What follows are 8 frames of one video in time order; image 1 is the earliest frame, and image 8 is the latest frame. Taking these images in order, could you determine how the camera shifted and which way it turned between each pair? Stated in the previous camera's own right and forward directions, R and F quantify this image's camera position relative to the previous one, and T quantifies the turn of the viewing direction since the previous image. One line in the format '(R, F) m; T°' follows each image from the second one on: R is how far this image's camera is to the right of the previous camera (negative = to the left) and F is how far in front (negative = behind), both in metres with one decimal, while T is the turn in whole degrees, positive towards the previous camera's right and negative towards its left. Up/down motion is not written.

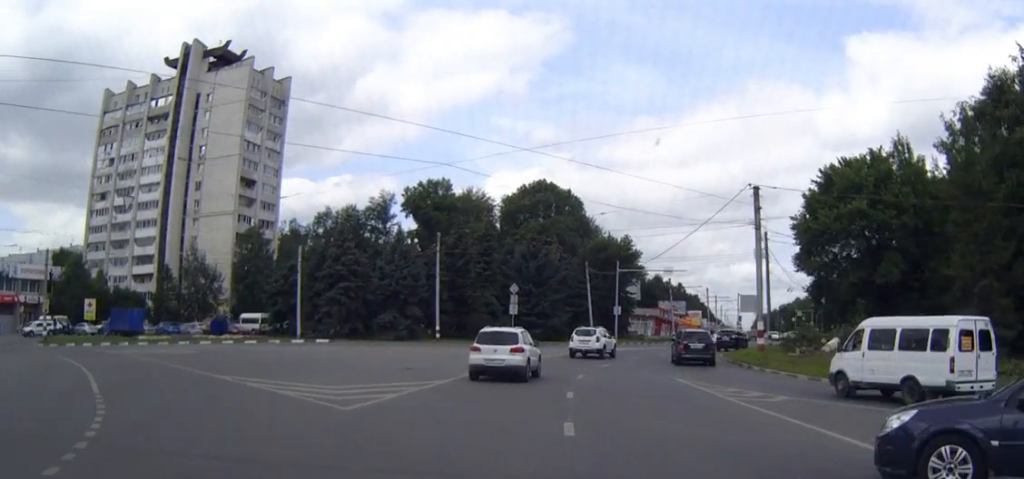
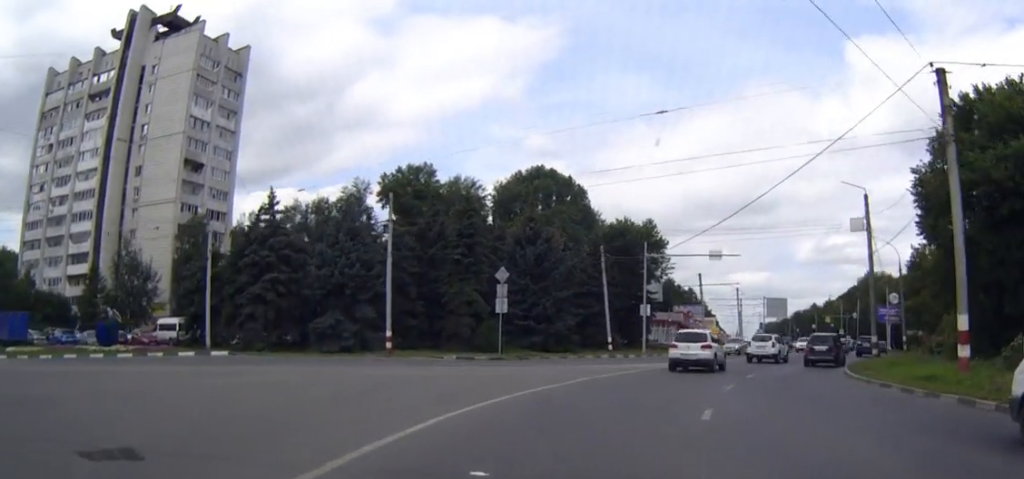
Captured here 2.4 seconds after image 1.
(-0.1, +20.5) m; +2°
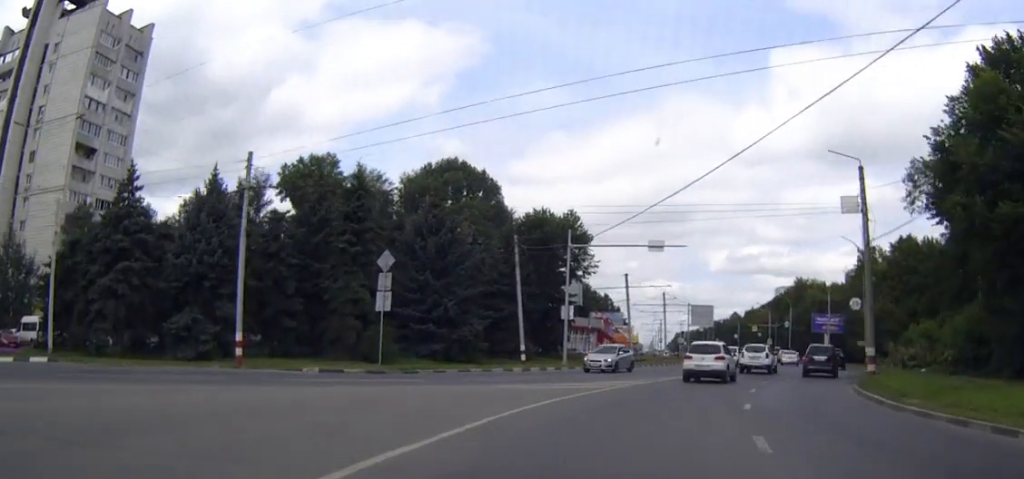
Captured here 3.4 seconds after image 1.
(+0.3, +10.6) m; +5°
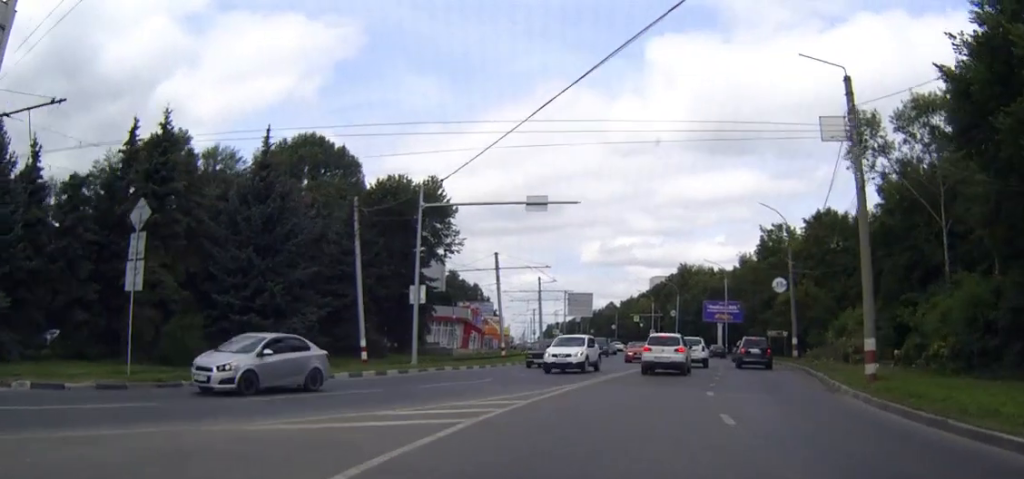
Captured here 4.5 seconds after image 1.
(+0.8, +12.5) m; +8°
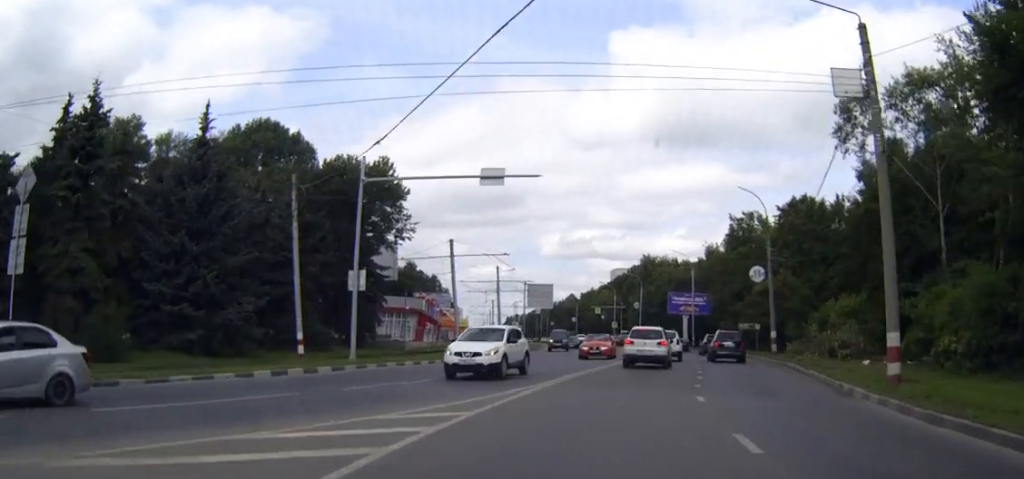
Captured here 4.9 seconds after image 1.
(+0.2, +4.6) m; +3°
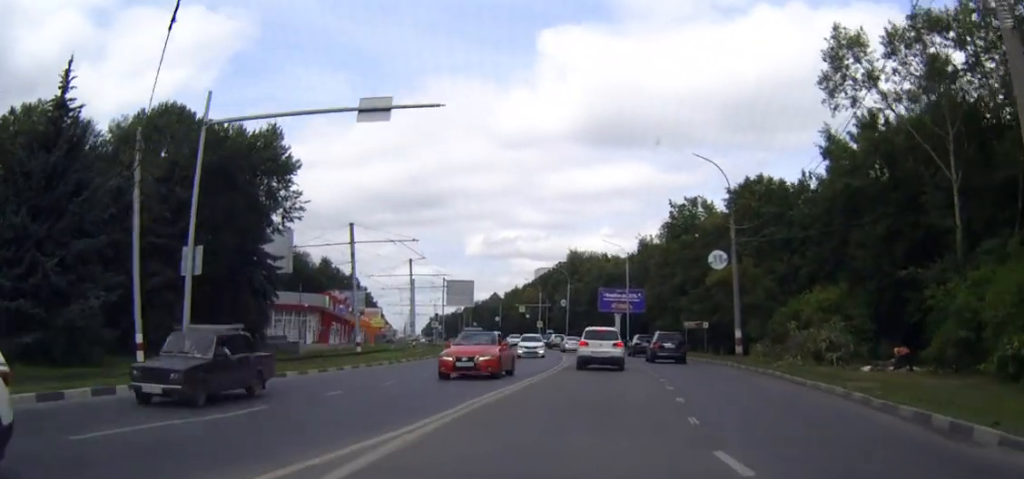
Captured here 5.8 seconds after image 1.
(+0.6, +9.9) m; +5°
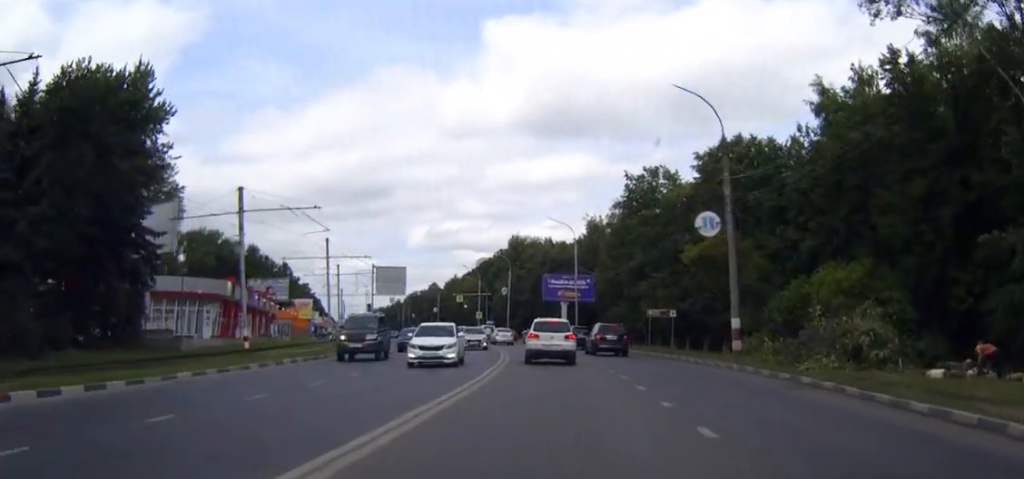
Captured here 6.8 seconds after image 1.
(+0.4, +11.4) m; +4°
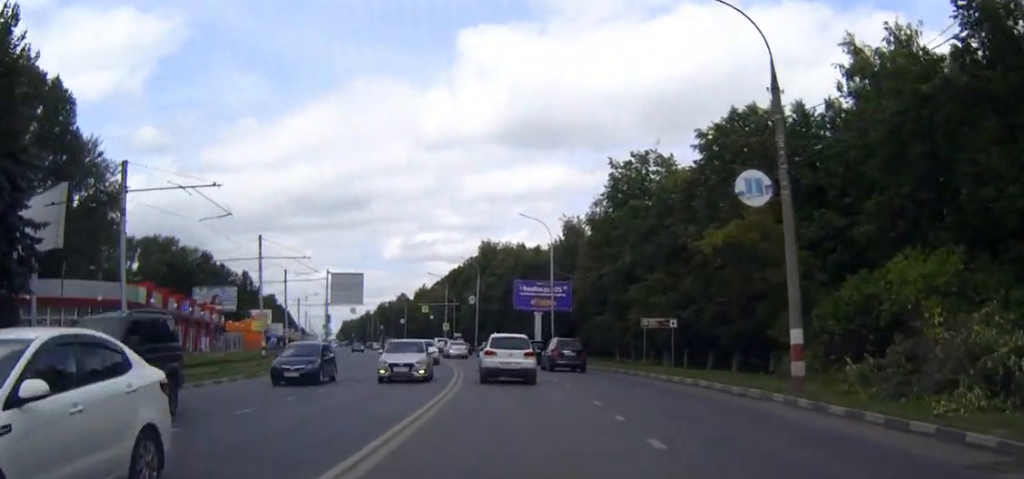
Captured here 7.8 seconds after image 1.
(+0.3, +11.0) m; +2°
